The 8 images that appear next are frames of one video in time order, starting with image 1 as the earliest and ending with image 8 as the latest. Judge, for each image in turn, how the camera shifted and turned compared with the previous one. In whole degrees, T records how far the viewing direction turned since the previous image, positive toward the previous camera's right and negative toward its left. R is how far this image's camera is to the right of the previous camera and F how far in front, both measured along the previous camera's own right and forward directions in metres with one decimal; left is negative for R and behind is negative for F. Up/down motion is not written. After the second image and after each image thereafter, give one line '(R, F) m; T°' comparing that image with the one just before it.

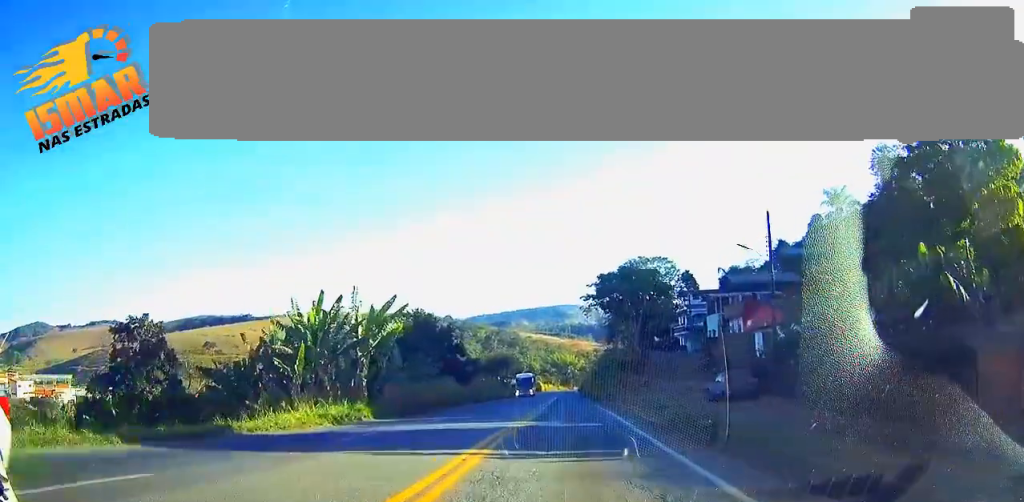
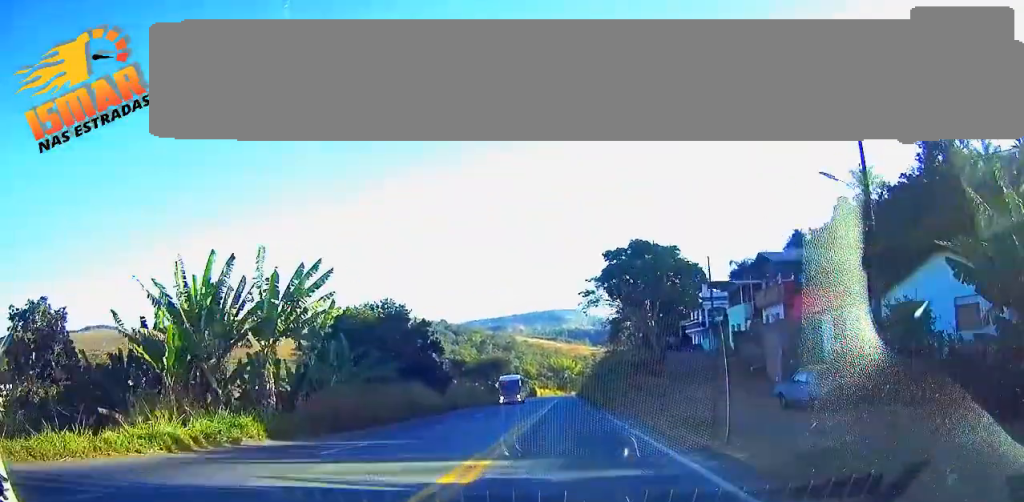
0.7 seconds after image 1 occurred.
(0.0, +11.5) m; 0°
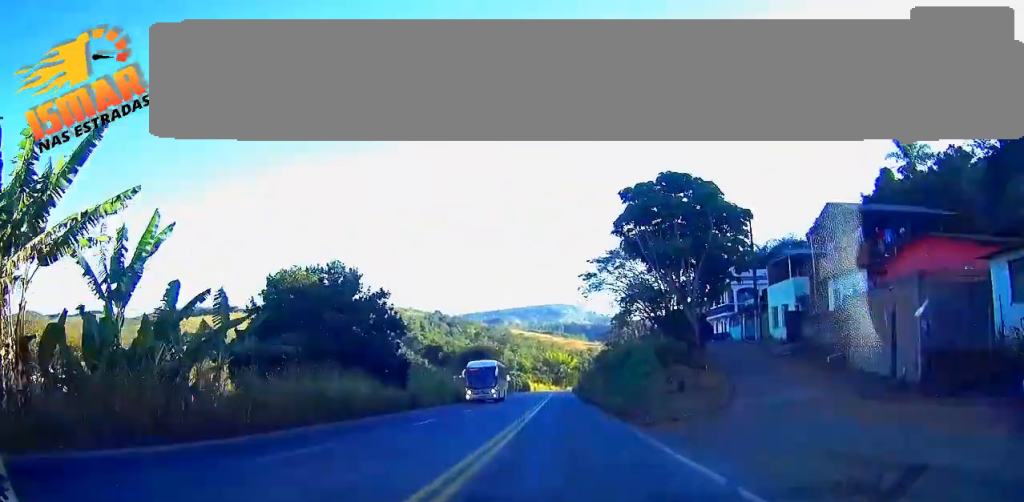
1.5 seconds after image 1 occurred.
(0.0, +13.7) m; 0°
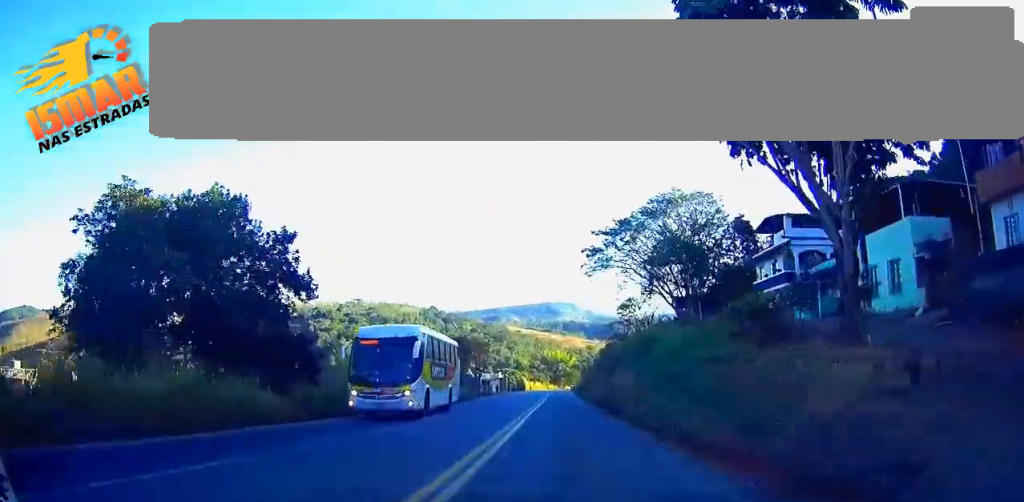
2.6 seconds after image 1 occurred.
(0.0, +17.2) m; 0°
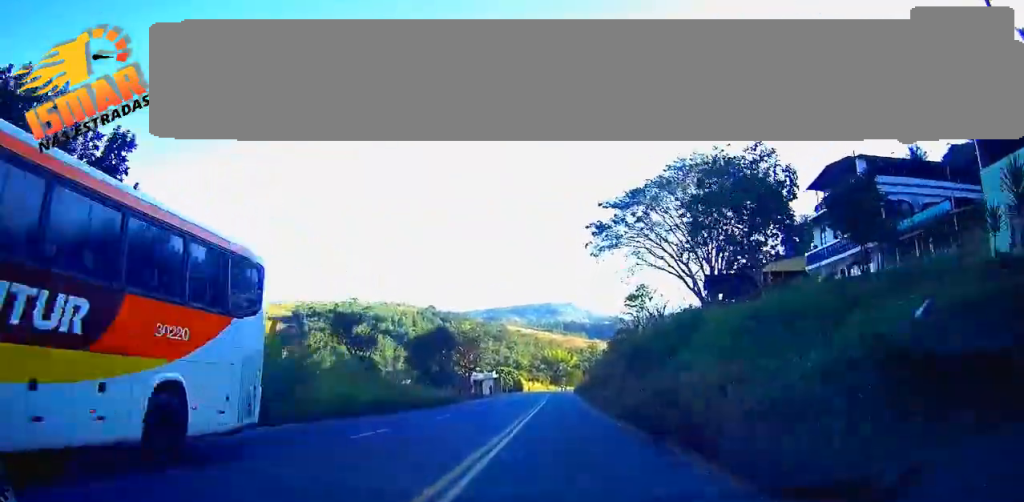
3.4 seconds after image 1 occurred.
(0.0, +13.4) m; 0°
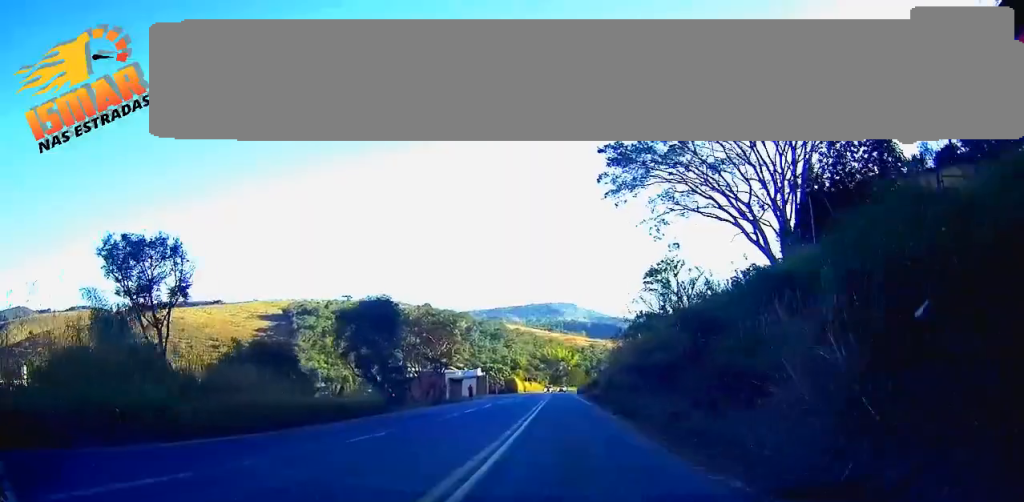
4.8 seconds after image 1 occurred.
(+0.1, +23.9) m; +1°
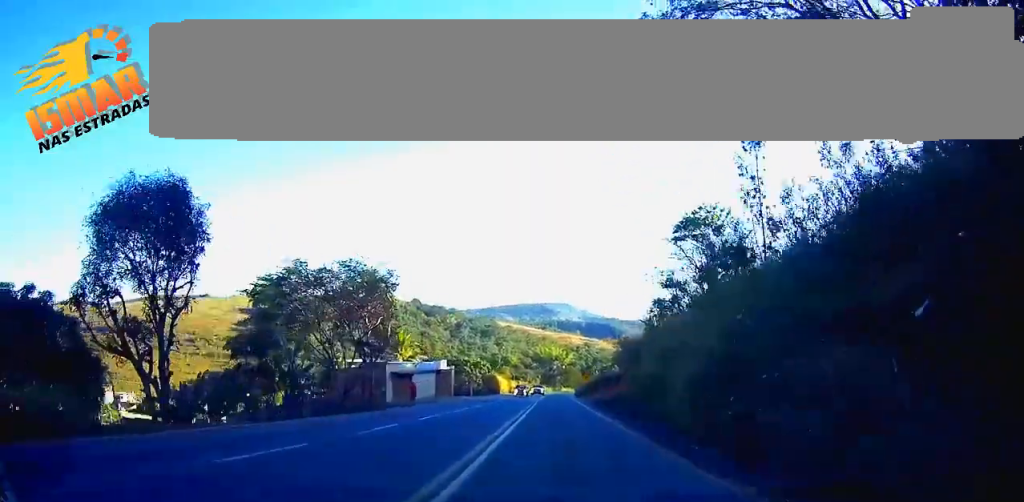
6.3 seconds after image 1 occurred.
(+0.2, +26.0) m; +1°
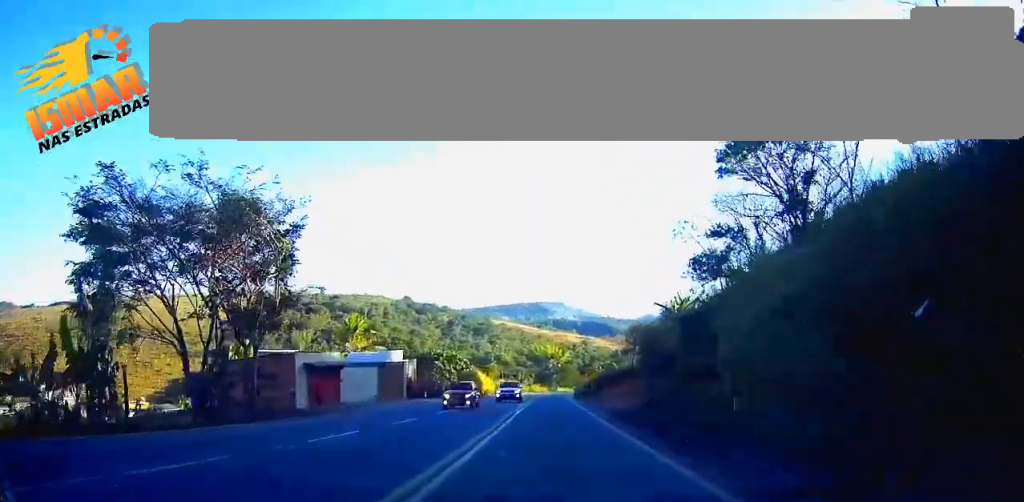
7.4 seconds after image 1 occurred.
(+0.1, +19.4) m; +1°
